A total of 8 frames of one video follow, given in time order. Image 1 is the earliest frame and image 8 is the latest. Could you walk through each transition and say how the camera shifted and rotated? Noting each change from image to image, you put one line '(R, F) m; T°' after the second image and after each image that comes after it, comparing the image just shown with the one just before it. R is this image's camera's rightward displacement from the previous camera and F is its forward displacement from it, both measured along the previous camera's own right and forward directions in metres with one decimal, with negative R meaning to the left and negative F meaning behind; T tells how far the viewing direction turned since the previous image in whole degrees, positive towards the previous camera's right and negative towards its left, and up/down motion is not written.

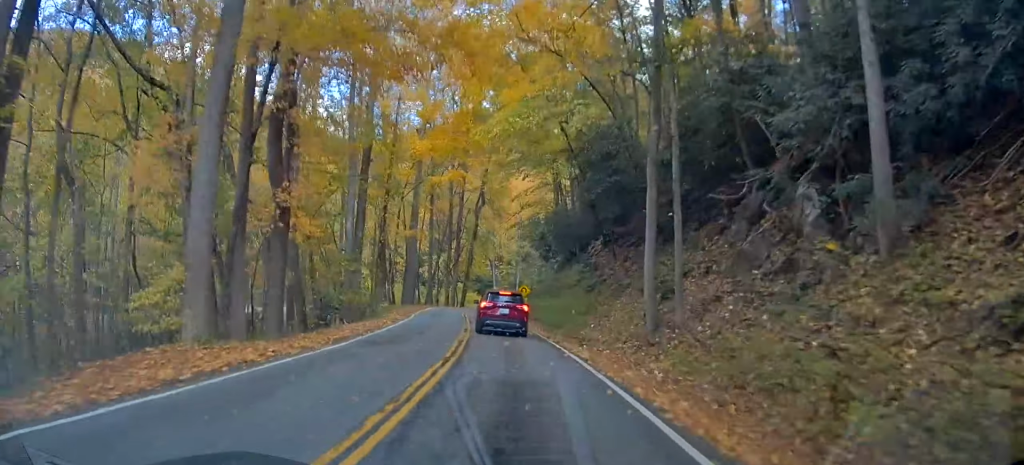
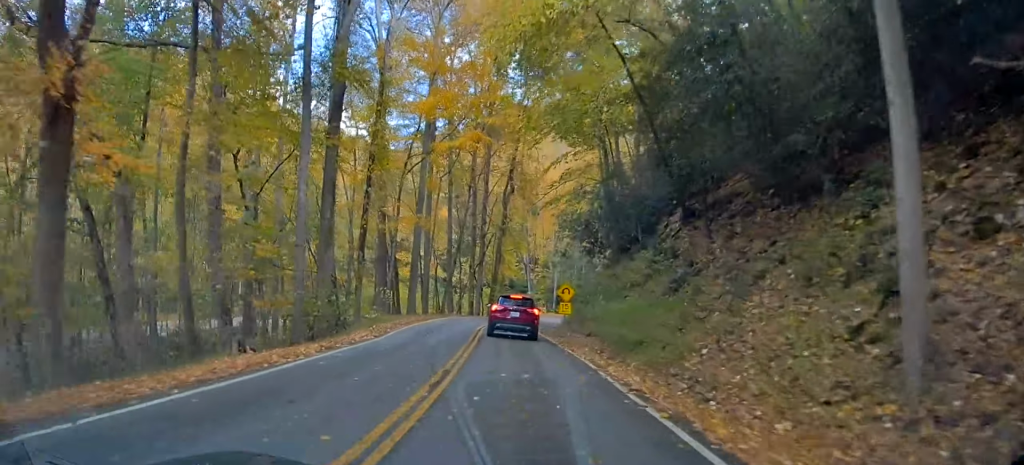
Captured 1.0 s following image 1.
(-0.4, +15.1) m; -2°
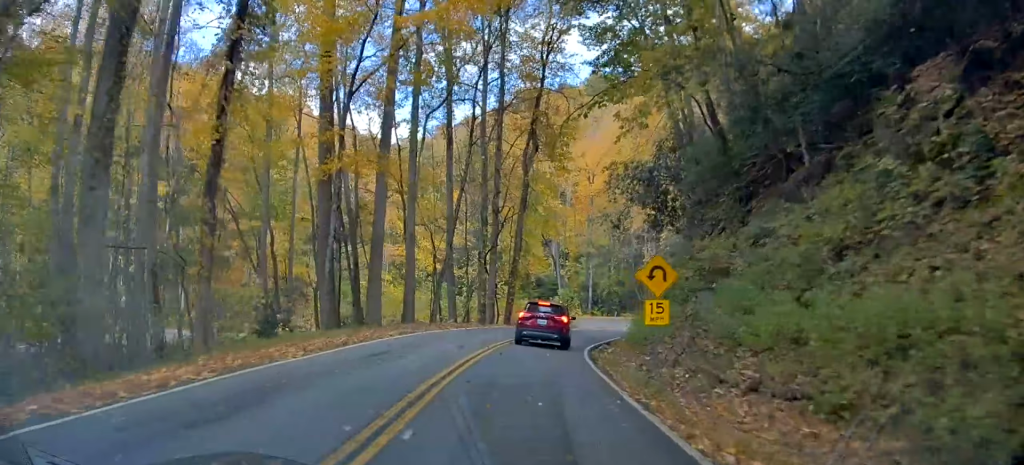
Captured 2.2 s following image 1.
(-0.1, +20.3) m; 0°
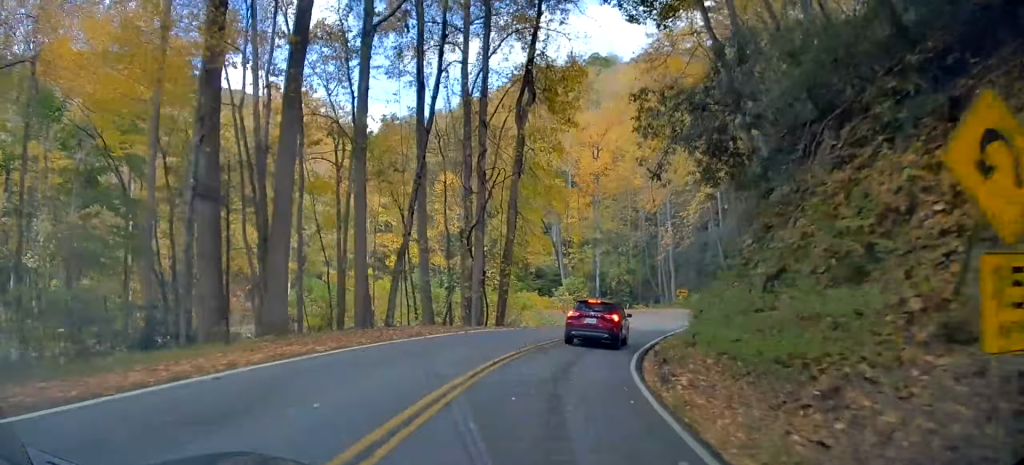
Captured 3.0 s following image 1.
(-0.1, +12.0) m; +4°
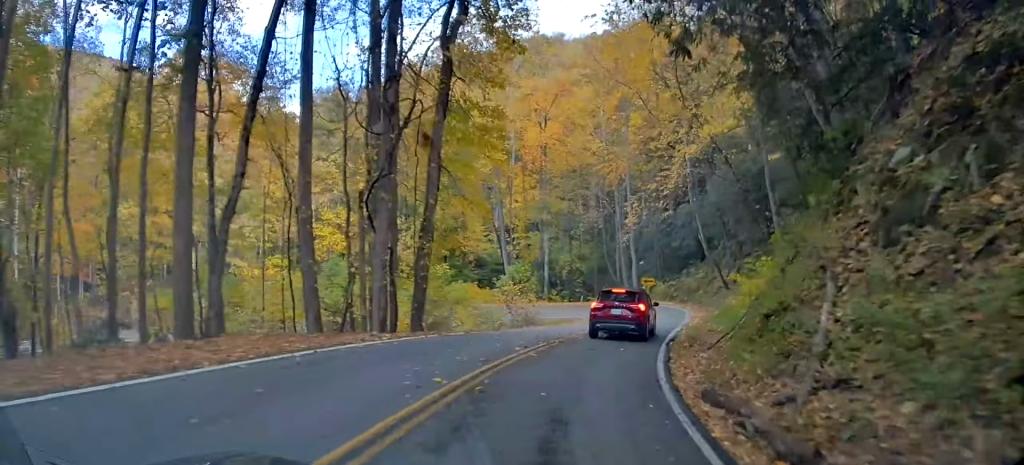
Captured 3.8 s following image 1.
(+0.7, +11.6) m; +5°
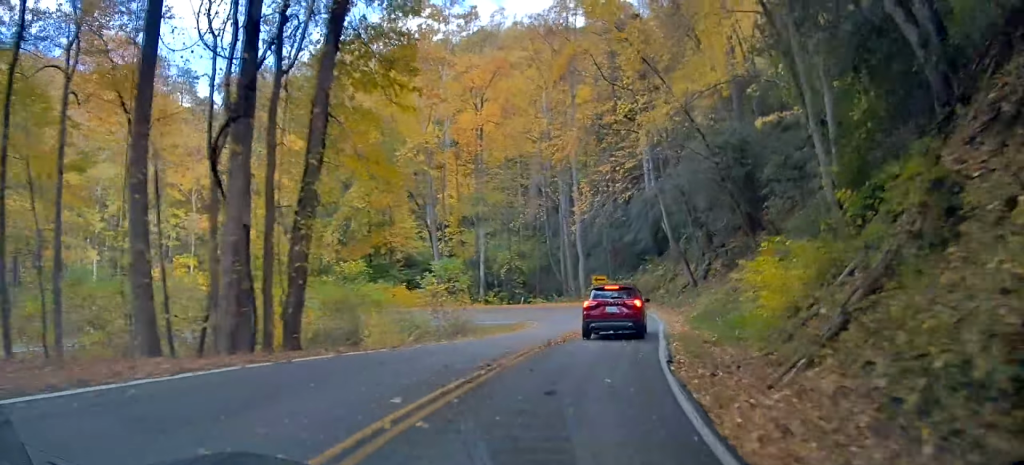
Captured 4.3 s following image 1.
(+0.3, +8.4) m; +4°
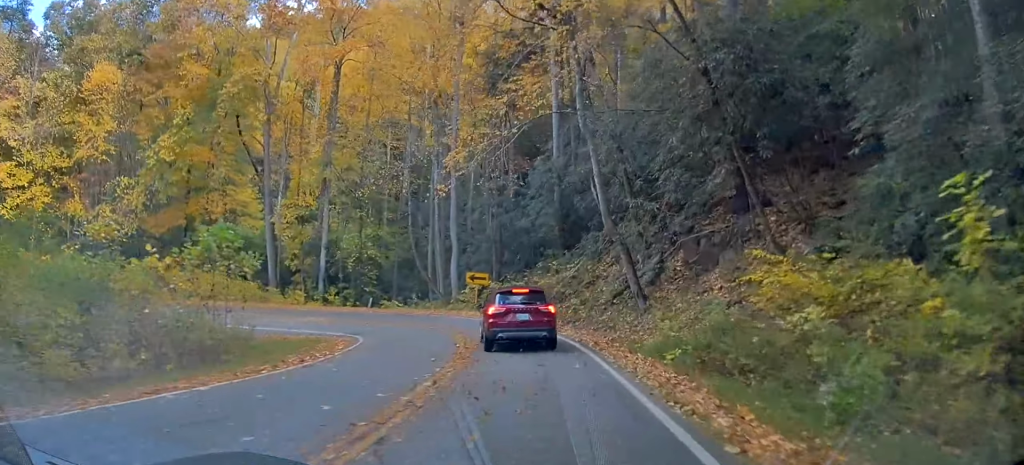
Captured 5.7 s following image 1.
(+0.7, +18.2) m; +1°
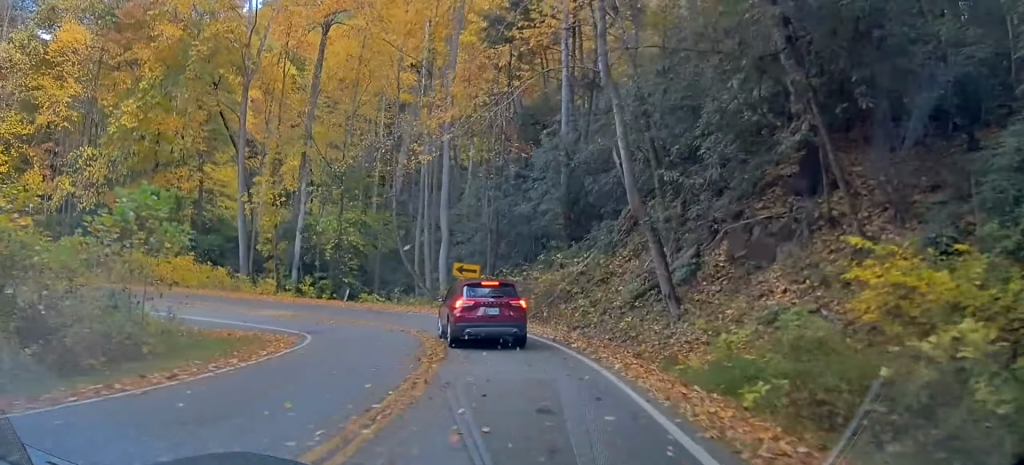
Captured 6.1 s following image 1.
(+0.2, +6.0) m; -2°
